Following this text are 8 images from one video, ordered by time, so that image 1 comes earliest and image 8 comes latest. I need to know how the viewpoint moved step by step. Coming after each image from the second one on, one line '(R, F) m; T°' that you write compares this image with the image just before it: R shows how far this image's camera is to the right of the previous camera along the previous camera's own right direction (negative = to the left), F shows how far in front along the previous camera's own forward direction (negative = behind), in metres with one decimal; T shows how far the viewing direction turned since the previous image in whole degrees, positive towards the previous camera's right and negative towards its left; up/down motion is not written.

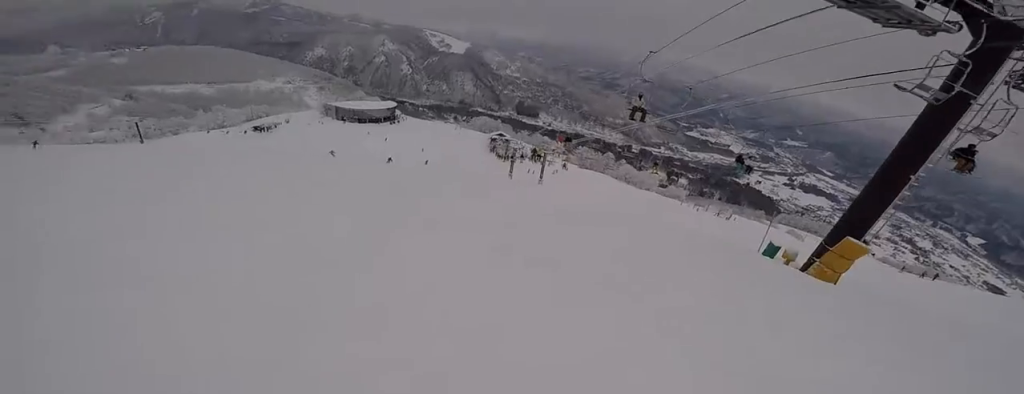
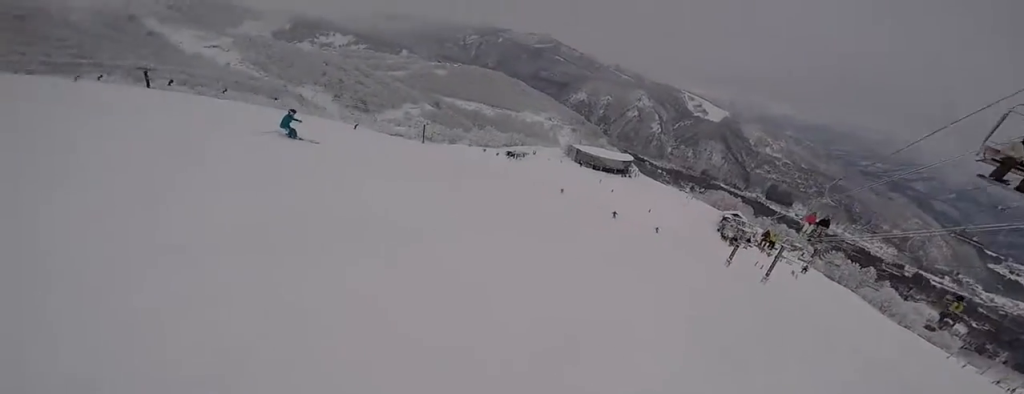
(+0.1, +4.5) m; -24°
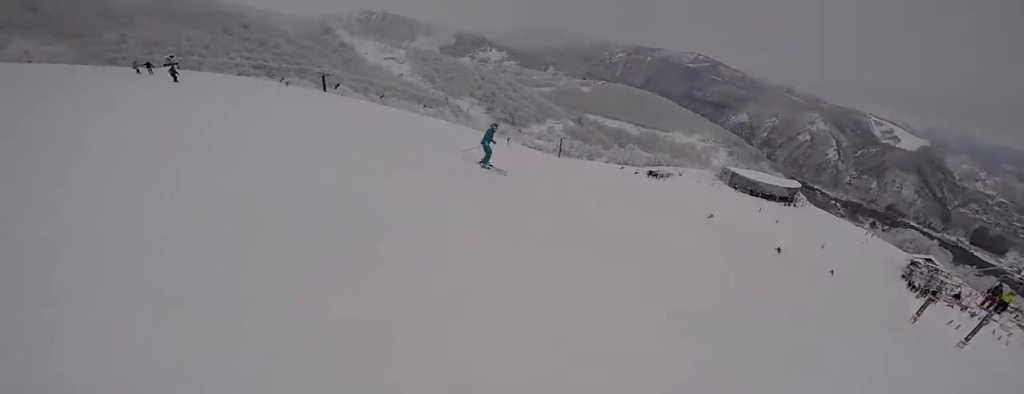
(-1.8, +3.5) m; -19°
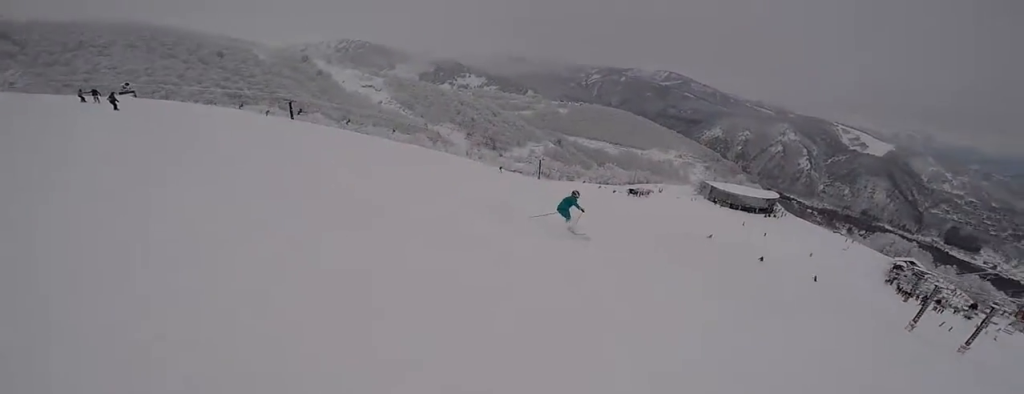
(-0.5, +3.5) m; -5°
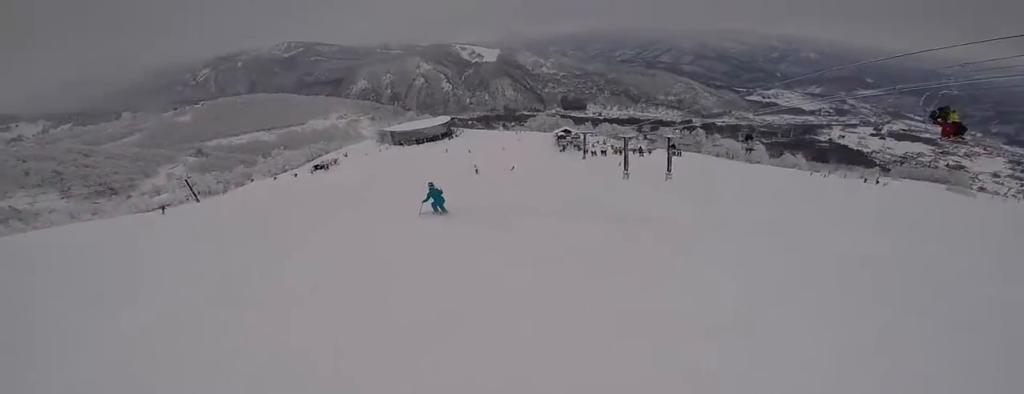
(+1.6, +9.9) m; +33°
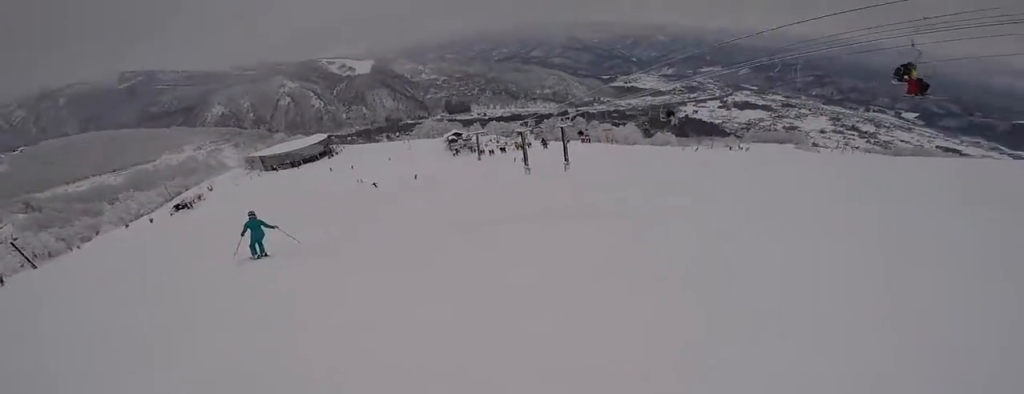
(+0.8, +2.8) m; +9°
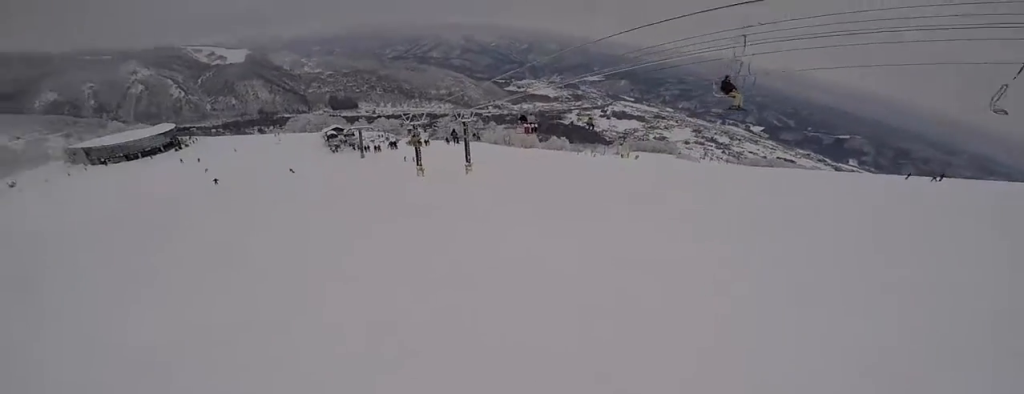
(+1.7, +9.1) m; +12°
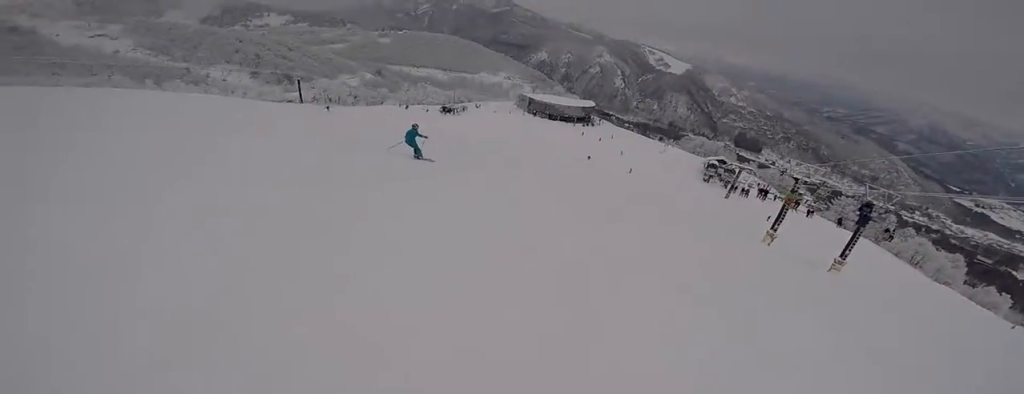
(-0.4, +7.8) m; -11°
